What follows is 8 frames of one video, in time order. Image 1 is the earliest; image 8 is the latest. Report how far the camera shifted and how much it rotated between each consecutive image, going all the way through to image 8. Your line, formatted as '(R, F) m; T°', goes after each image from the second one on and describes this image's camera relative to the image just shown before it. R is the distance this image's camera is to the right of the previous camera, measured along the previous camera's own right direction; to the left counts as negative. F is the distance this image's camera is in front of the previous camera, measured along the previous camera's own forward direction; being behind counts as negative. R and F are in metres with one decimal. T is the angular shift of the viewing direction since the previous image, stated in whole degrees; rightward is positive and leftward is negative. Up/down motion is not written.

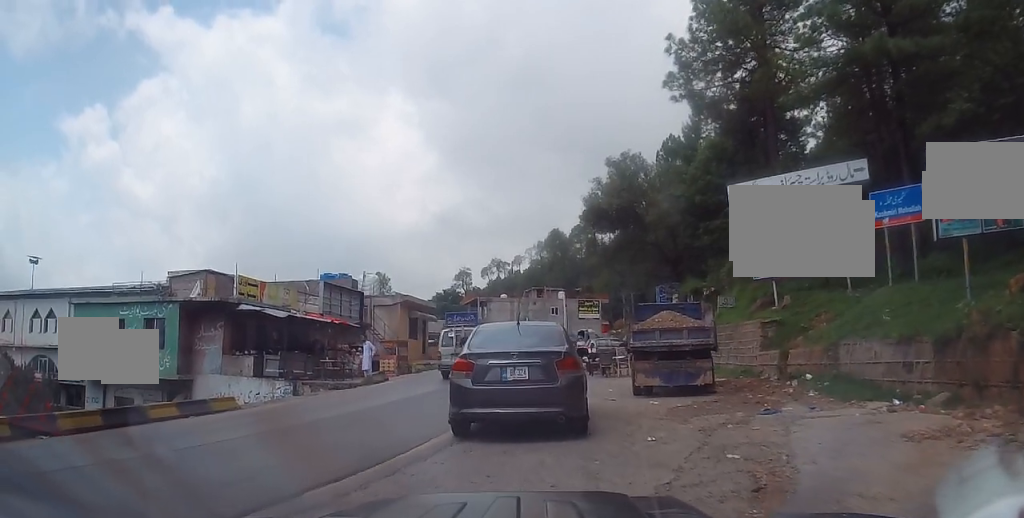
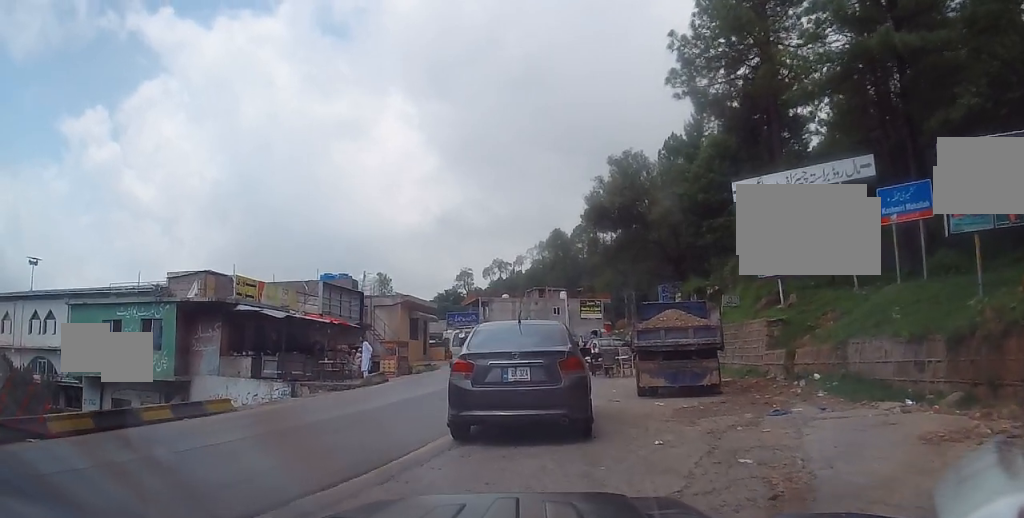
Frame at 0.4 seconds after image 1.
(0.0, +0.3) m; 0°
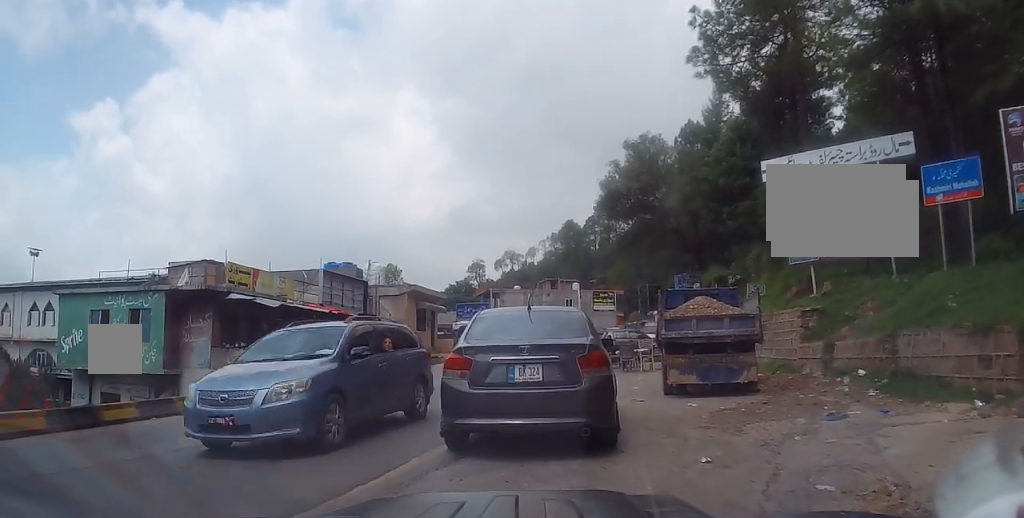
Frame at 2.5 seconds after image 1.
(+0.1, +1.5) m; 0°
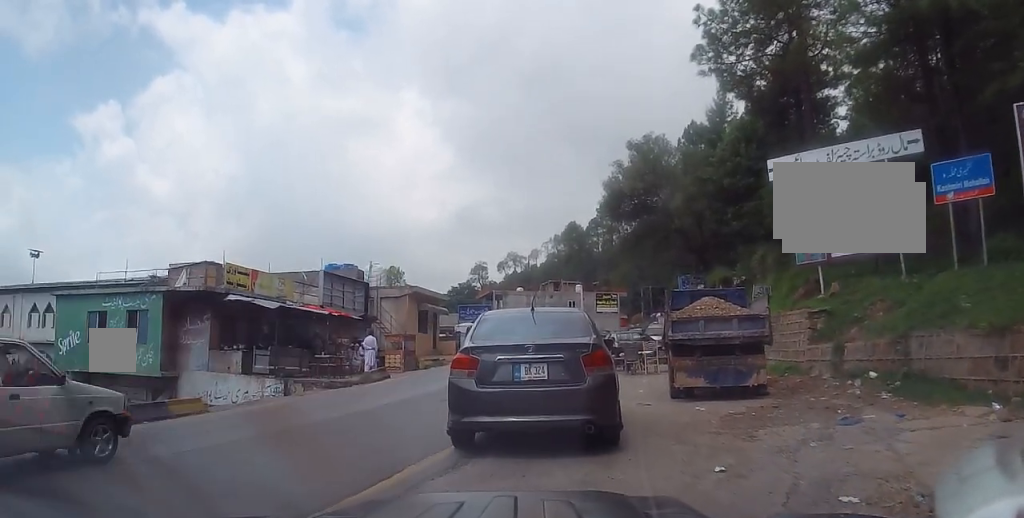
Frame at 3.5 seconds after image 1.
(-0.2, +0.5) m; 0°
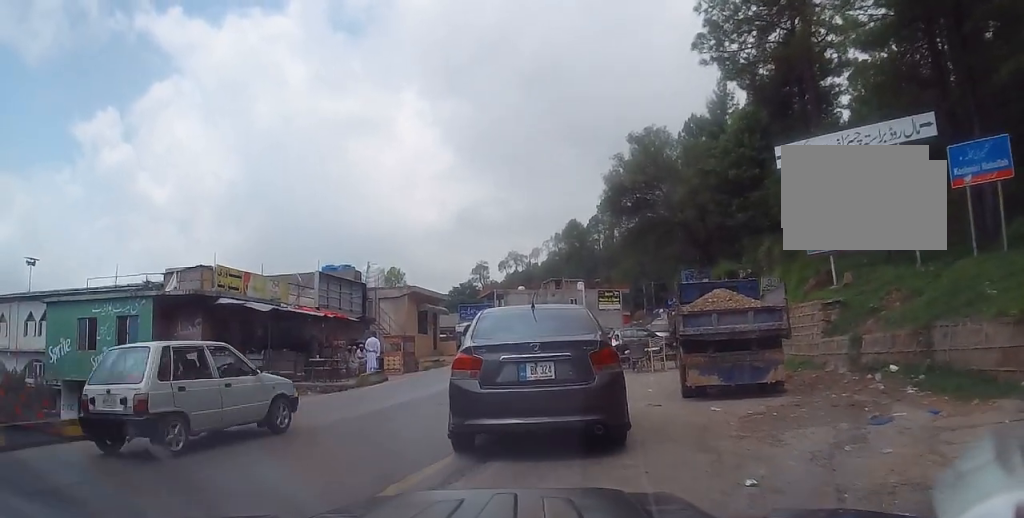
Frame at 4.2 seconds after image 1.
(-0.2, +0.6) m; 0°
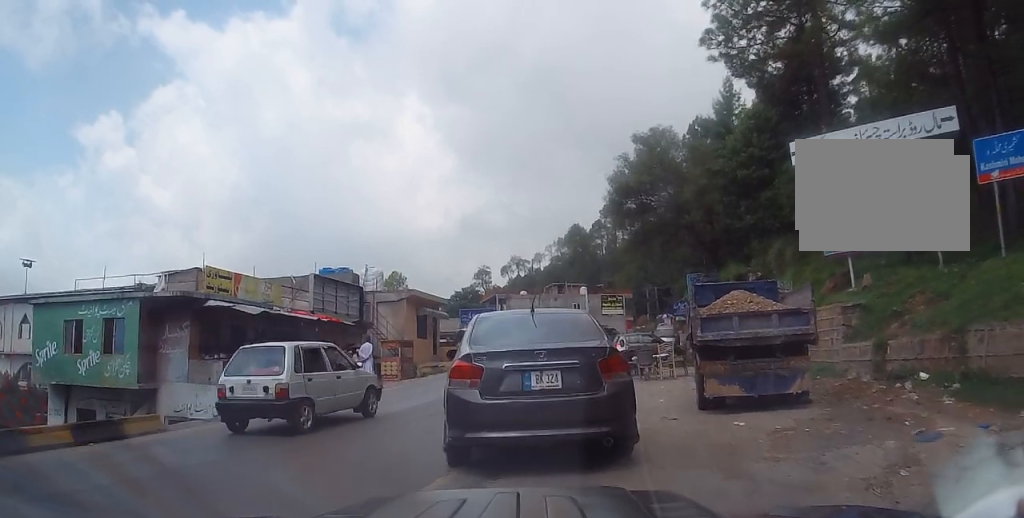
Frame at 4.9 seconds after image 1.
(-0.3, +0.7) m; 0°
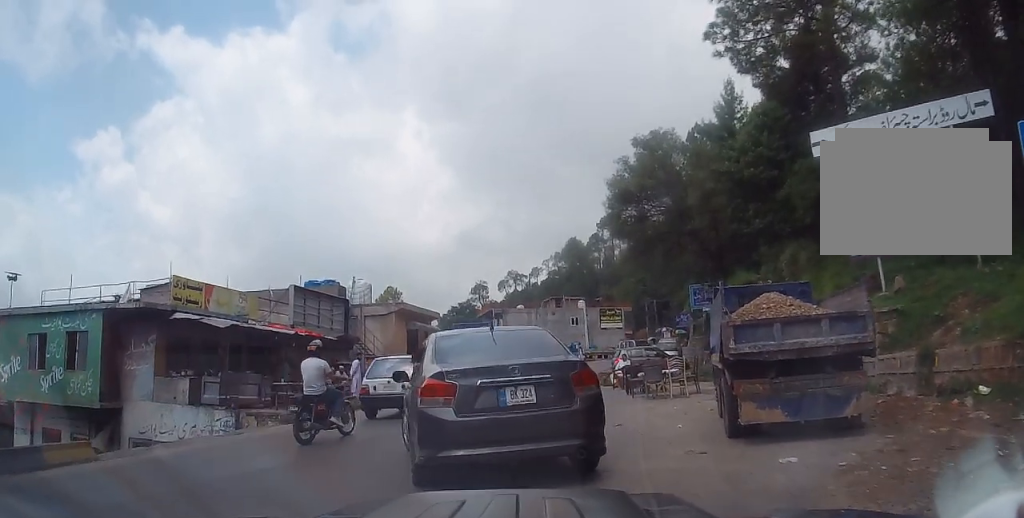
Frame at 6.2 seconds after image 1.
(-0.2, +1.6) m; 0°
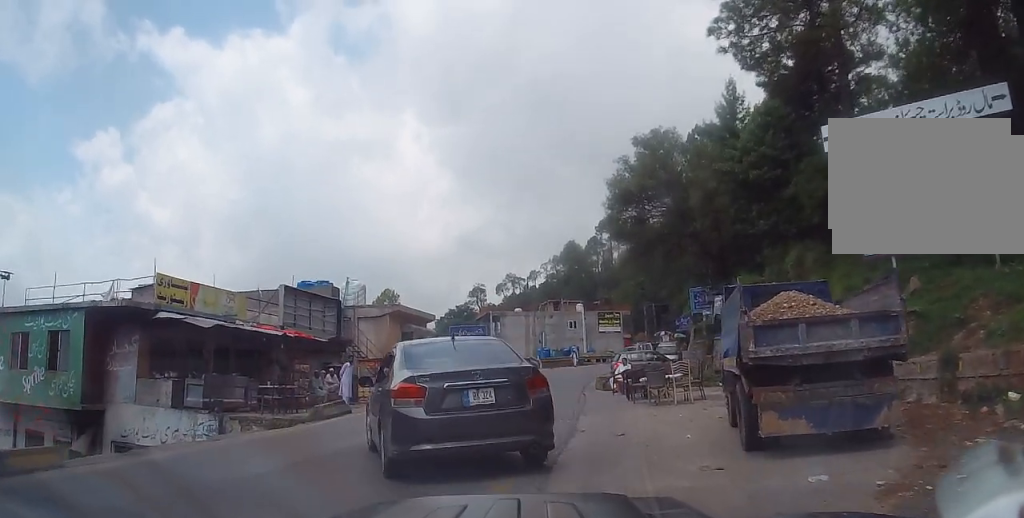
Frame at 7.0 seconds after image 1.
(0.0, +0.9) m; -1°
